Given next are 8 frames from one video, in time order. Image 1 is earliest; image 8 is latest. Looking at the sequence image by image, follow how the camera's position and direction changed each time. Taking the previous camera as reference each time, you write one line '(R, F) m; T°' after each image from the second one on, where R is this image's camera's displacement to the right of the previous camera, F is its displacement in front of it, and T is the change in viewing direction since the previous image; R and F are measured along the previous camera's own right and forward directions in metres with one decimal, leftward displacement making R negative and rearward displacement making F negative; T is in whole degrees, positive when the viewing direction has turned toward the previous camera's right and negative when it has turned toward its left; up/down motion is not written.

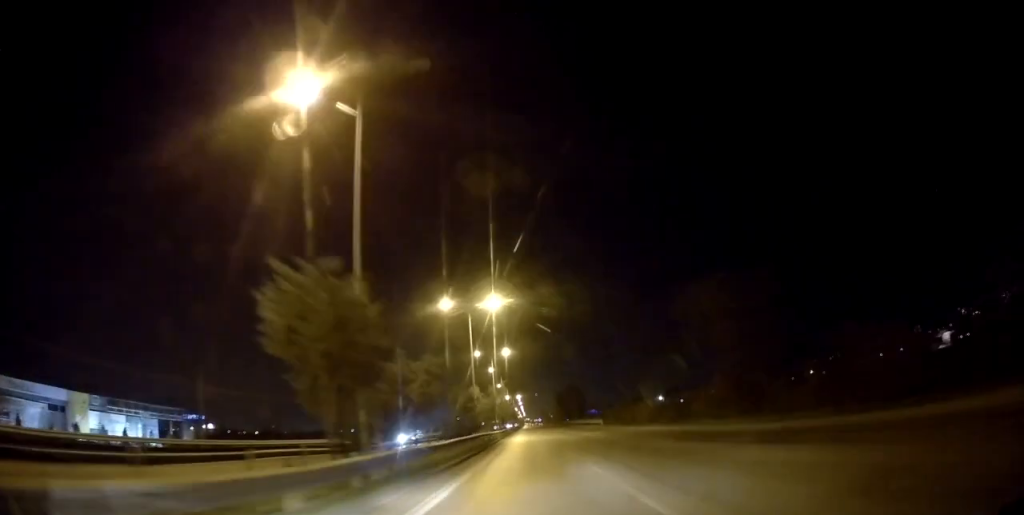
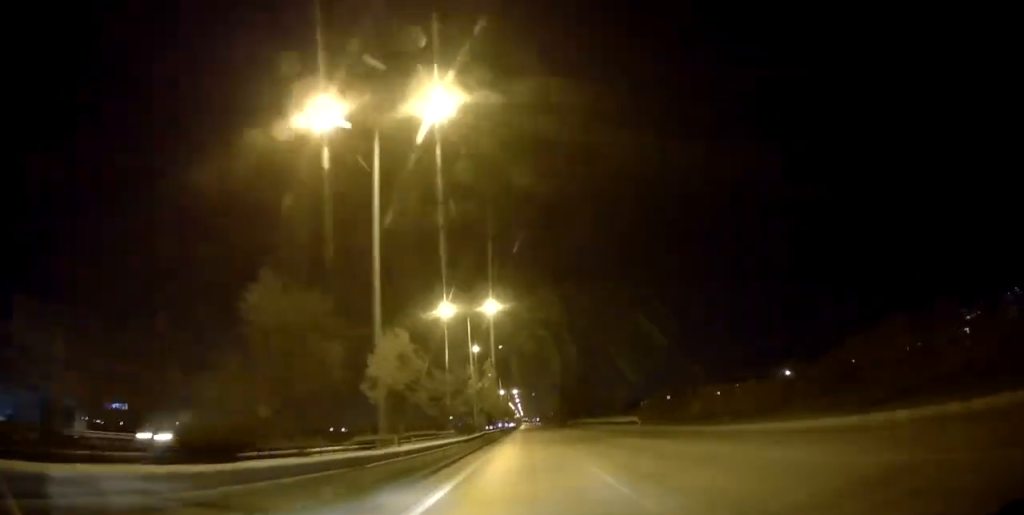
(-0.3, +32.6) m; 0°
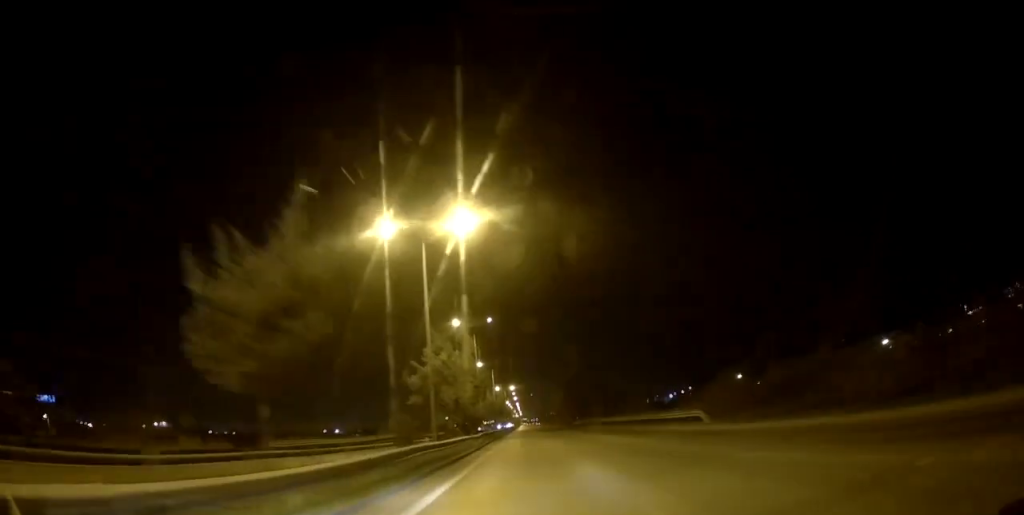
(0.0, +23.1) m; 0°
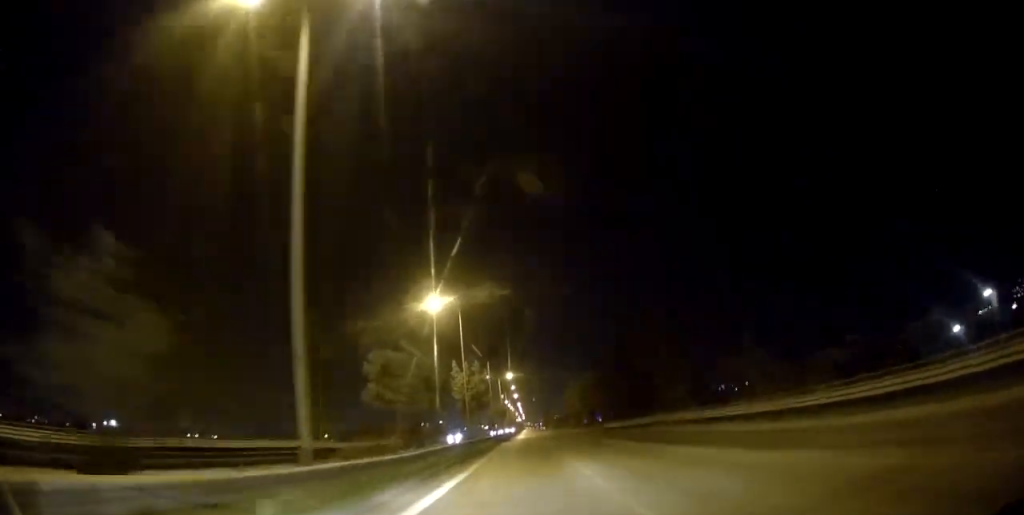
(+0.7, +52.6) m; 0°
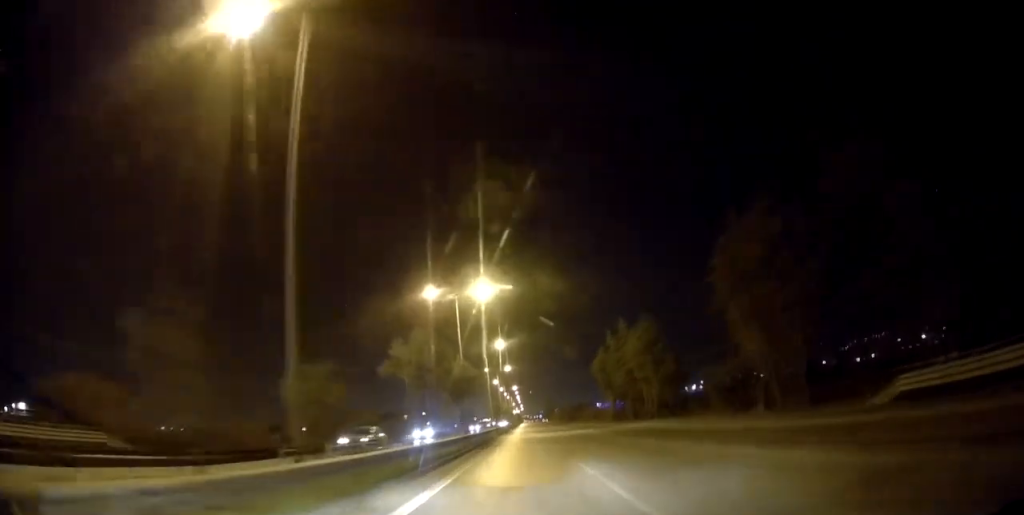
(-0.7, +69.1) m; -1°
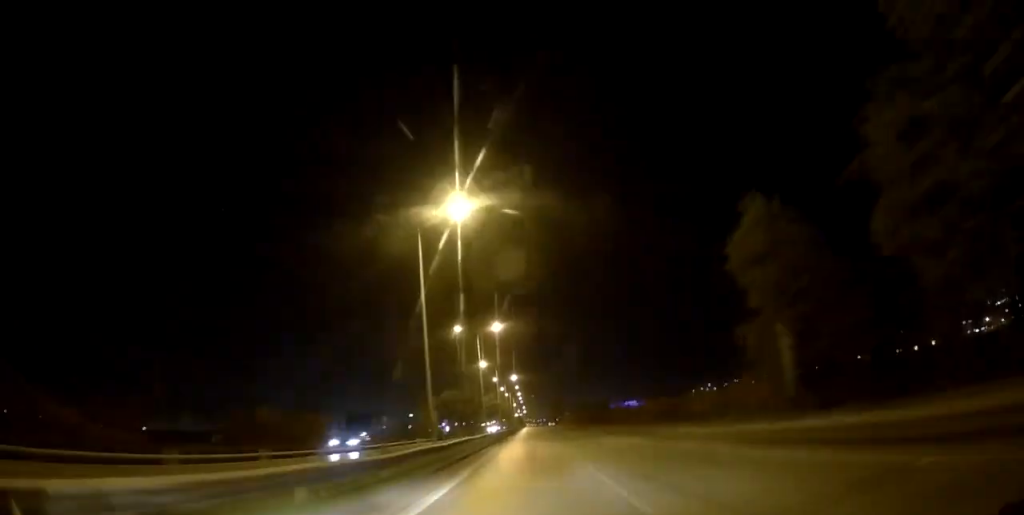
(+0.3, +54.1) m; +1°
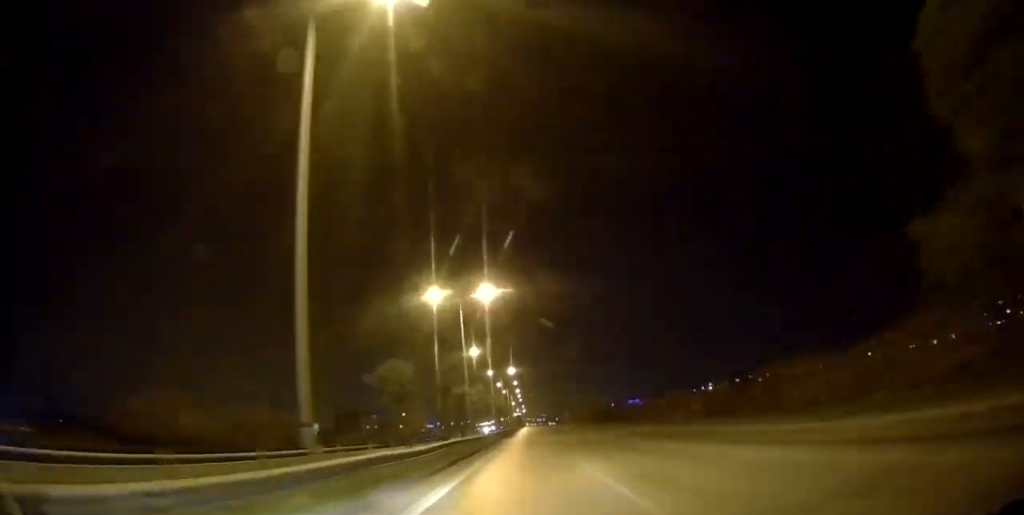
(+0.2, +16.3) m; 0°
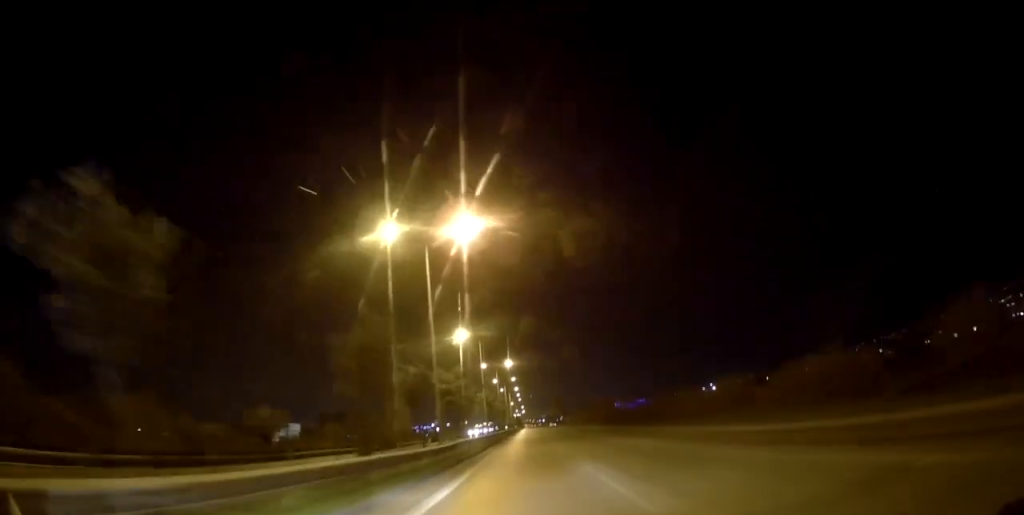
(0.0, +16.3) m; 0°
